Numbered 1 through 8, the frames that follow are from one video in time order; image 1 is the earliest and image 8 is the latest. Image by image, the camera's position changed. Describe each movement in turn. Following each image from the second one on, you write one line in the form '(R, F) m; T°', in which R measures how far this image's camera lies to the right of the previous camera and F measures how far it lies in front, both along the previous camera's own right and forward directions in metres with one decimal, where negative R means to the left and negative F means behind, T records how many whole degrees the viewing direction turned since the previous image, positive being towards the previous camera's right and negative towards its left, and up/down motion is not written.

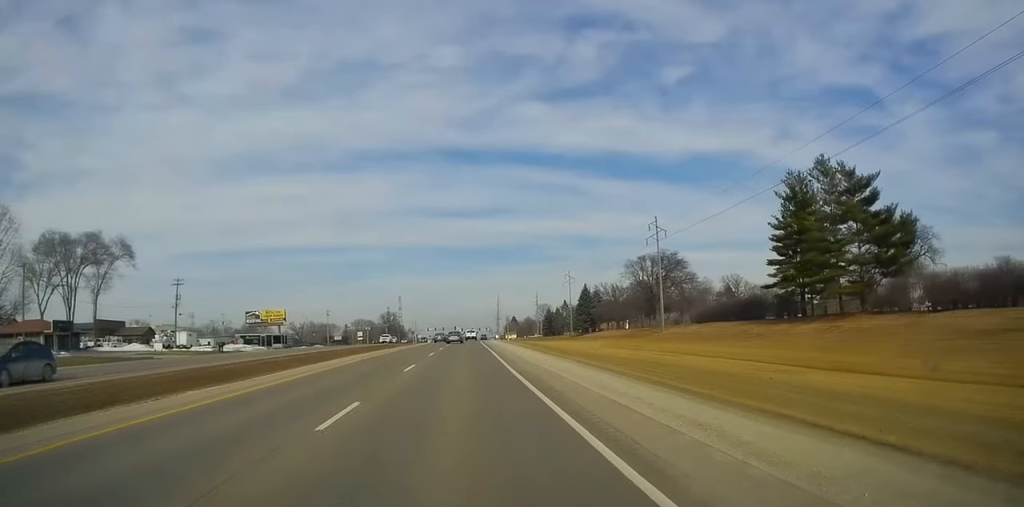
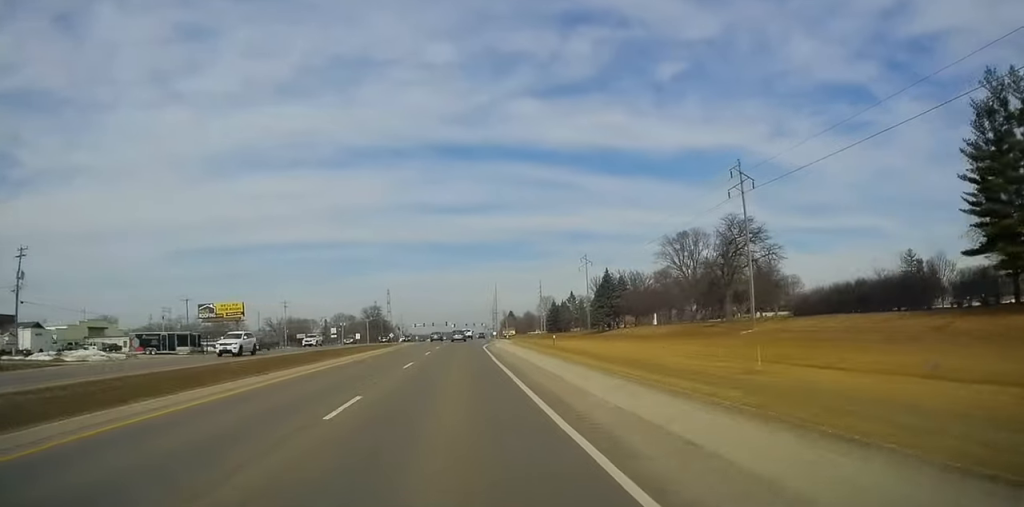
(+1.0, +35.5) m; +2°
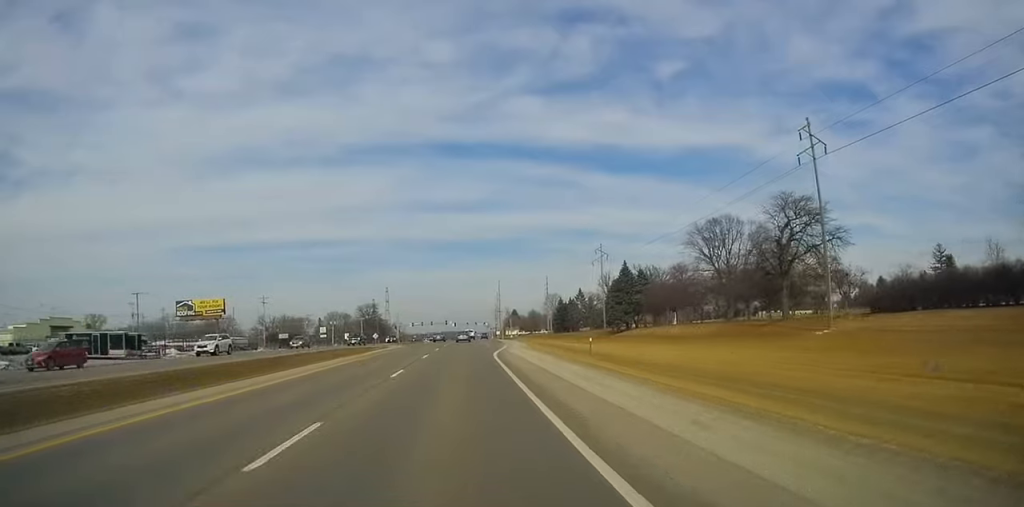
(0.0, +16.3) m; 0°
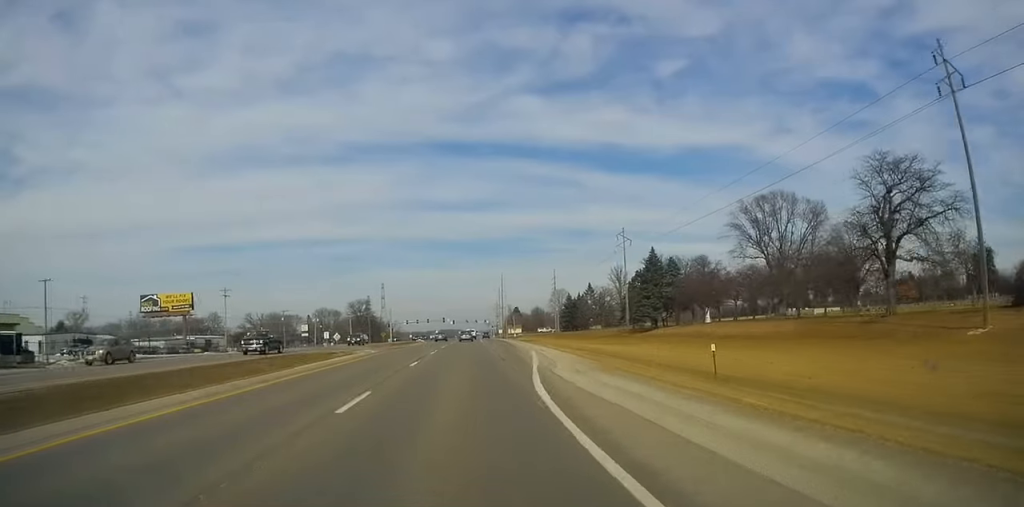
(0.0, +19.9) m; 0°
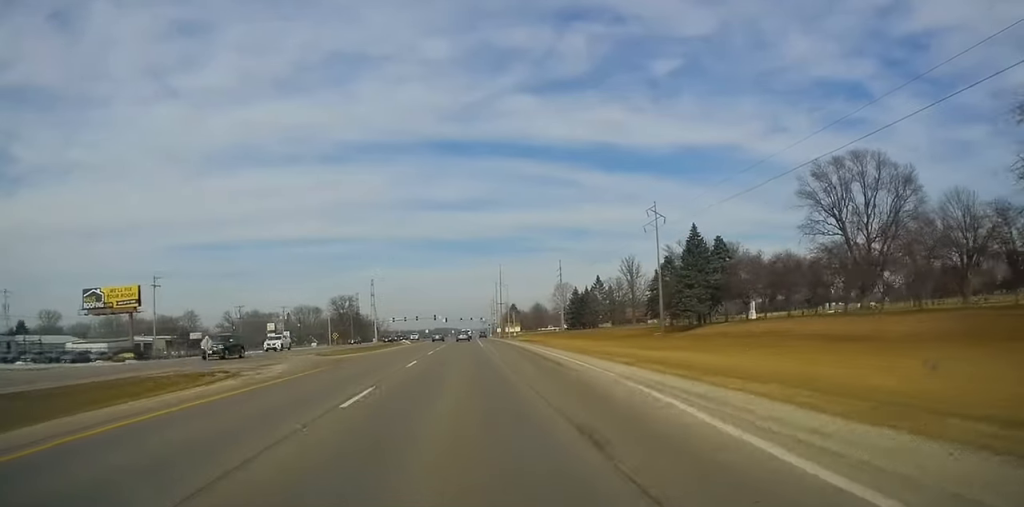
(0.0, +23.7) m; +2°
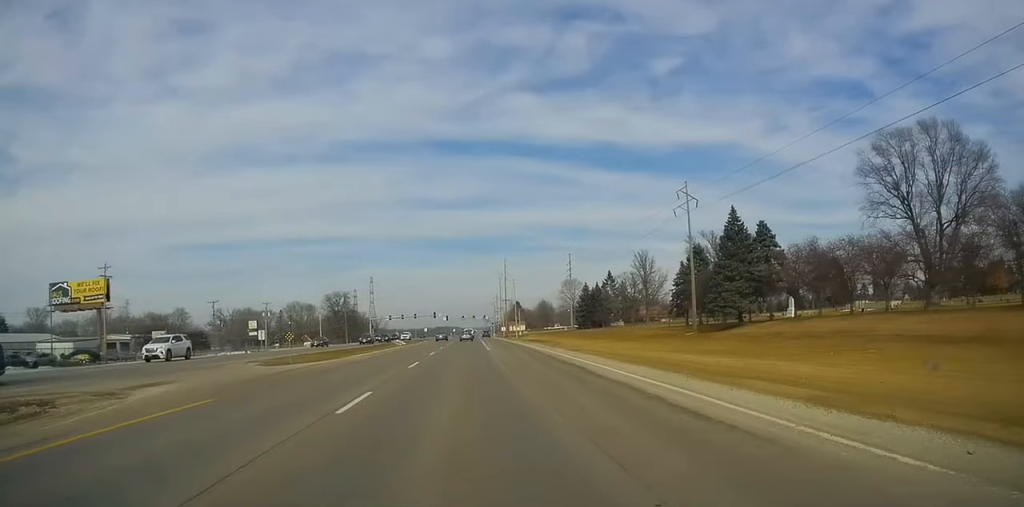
(+0.3, +13.3) m; 0°
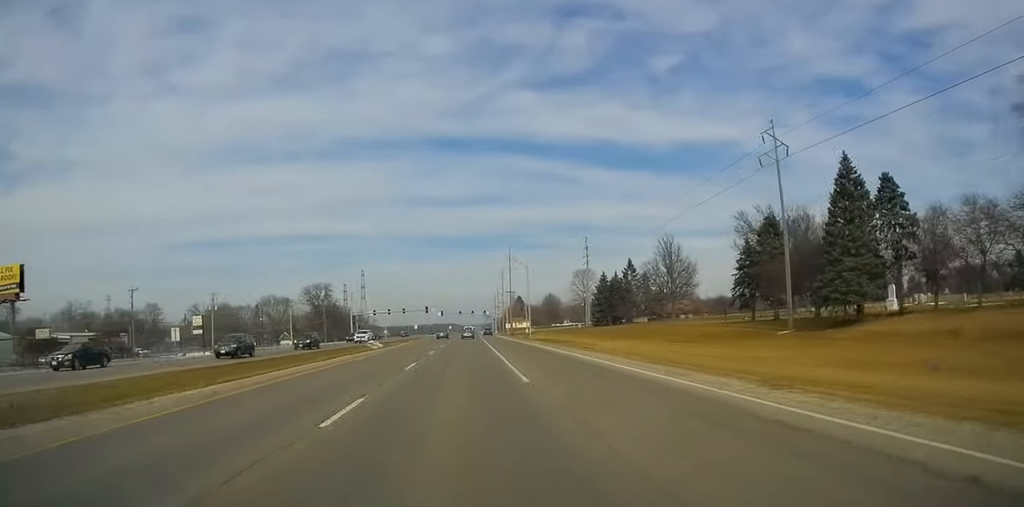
(+0.1, +25.8) m; -1°
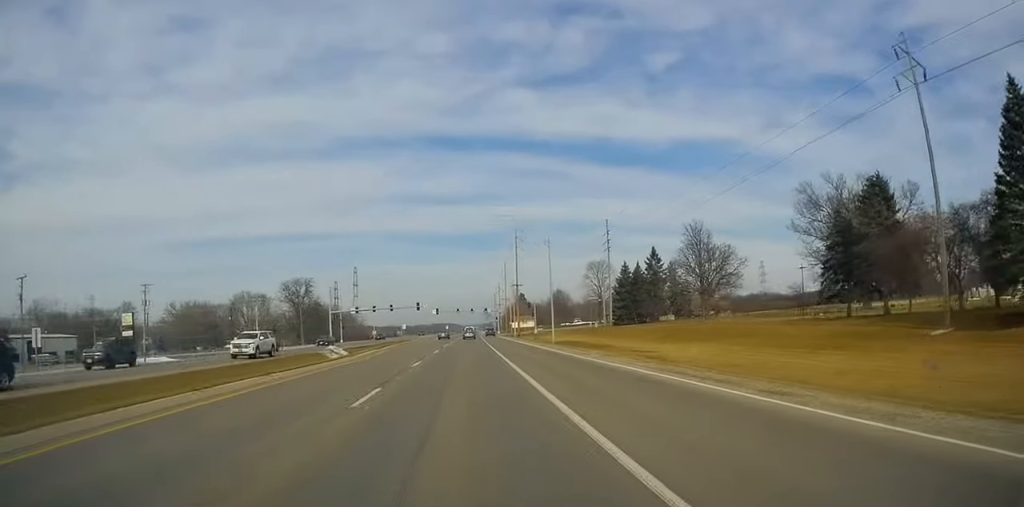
(-0.4, +22.1) m; -1°
